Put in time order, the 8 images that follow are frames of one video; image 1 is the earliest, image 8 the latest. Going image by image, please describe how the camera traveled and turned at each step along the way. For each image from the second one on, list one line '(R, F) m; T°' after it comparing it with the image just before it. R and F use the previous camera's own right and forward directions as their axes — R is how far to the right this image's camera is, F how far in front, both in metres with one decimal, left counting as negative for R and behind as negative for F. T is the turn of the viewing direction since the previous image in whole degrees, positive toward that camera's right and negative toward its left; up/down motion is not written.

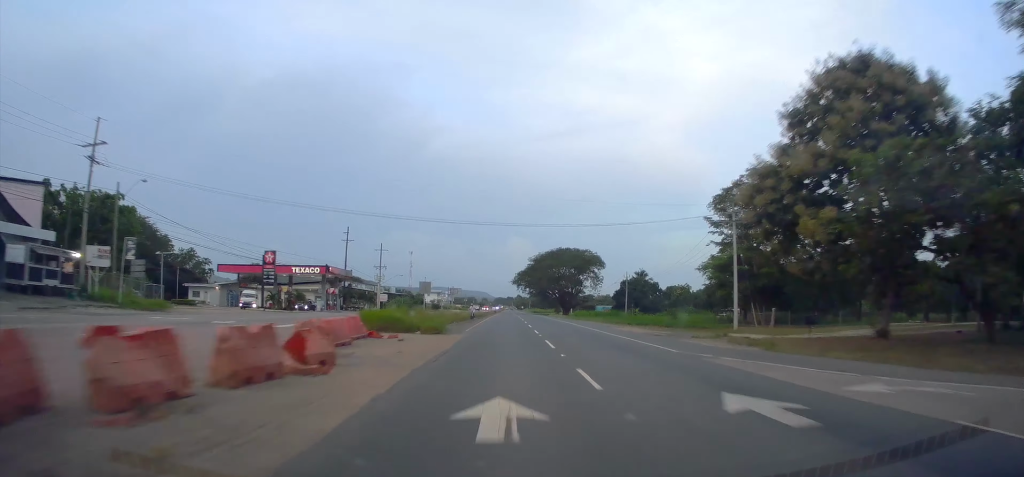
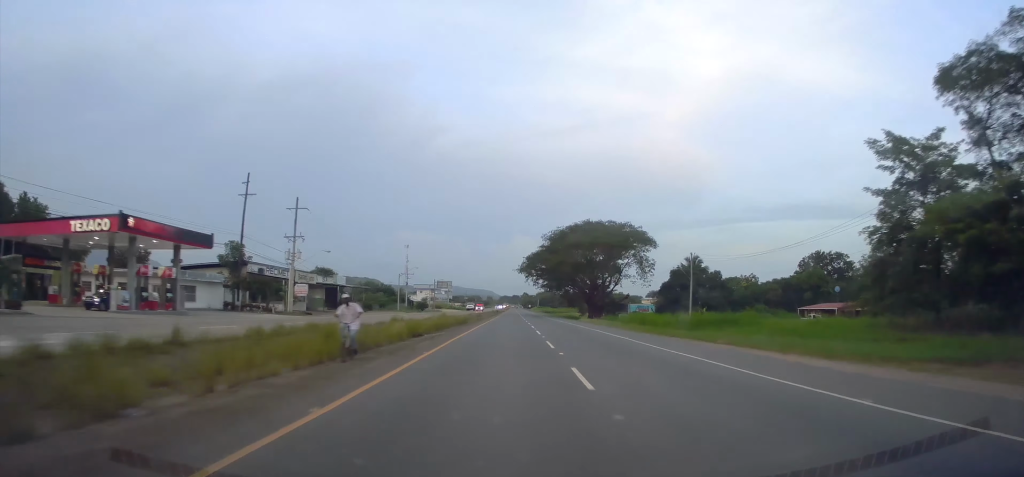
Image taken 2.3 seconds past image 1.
(-0.1, +44.5) m; +1°
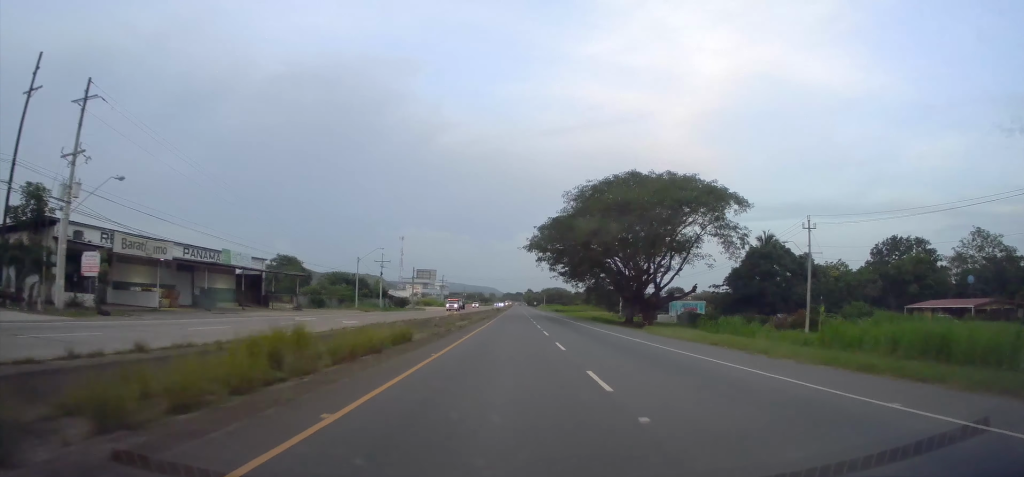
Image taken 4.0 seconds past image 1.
(+0.7, +34.5) m; 0°
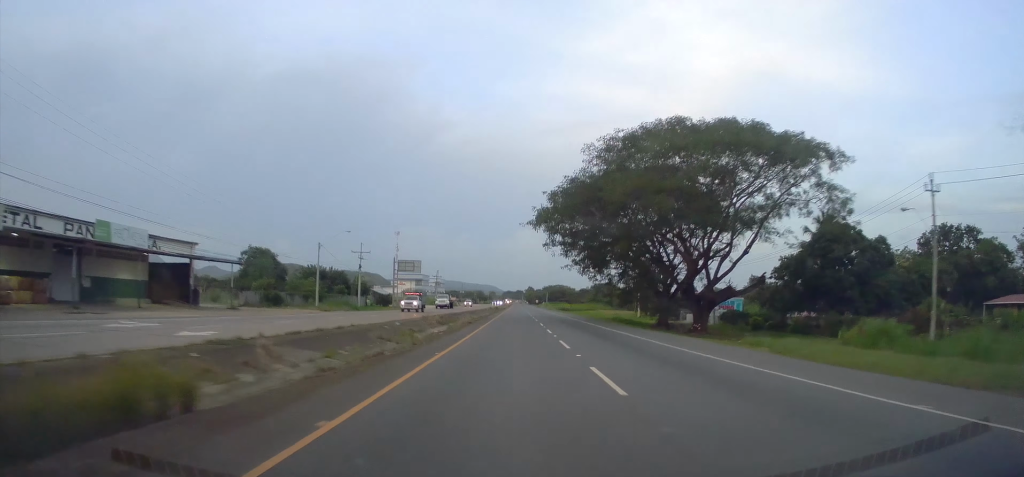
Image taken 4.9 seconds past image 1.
(-0.5, +18.2) m; -1°
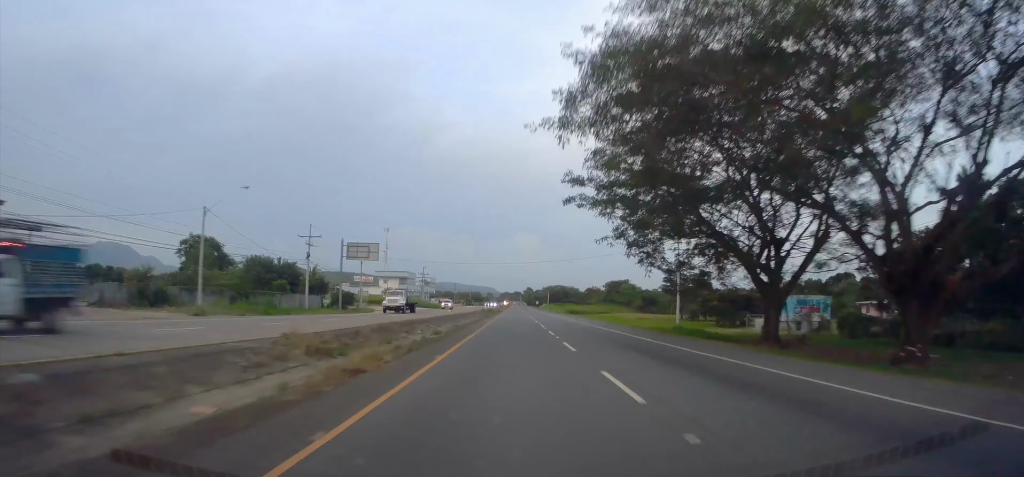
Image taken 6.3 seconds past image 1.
(-0.3, +26.7) m; -1°
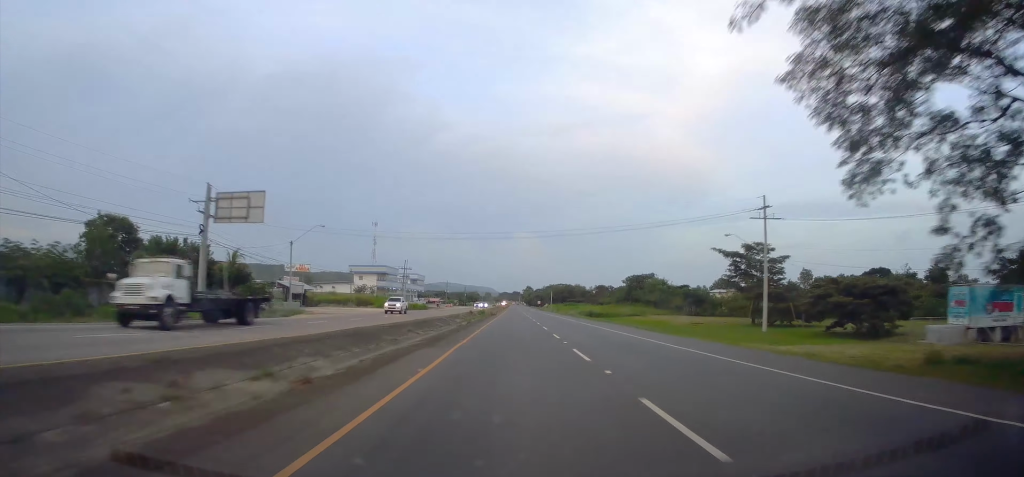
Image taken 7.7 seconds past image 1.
(+0.2, +28.7) m; 0°
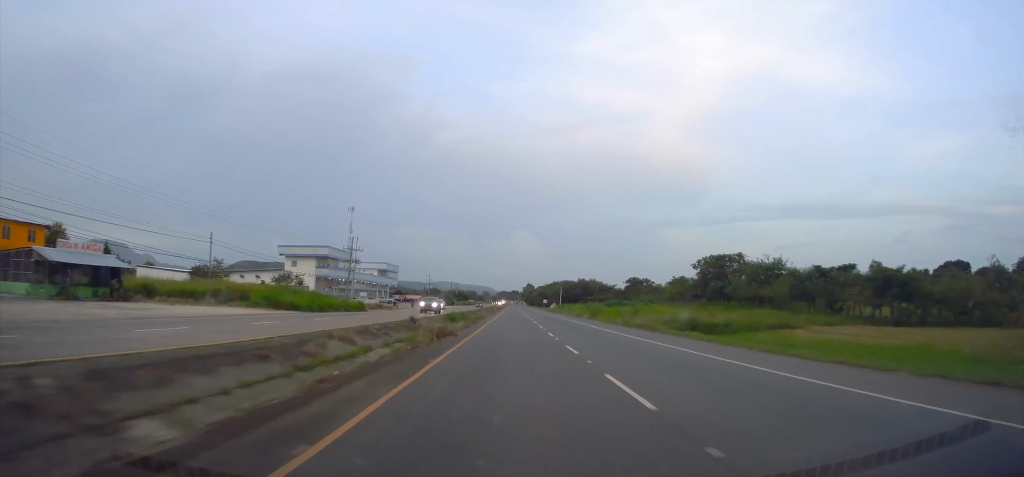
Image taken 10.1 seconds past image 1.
(+0.2, +50.1) m; +1°
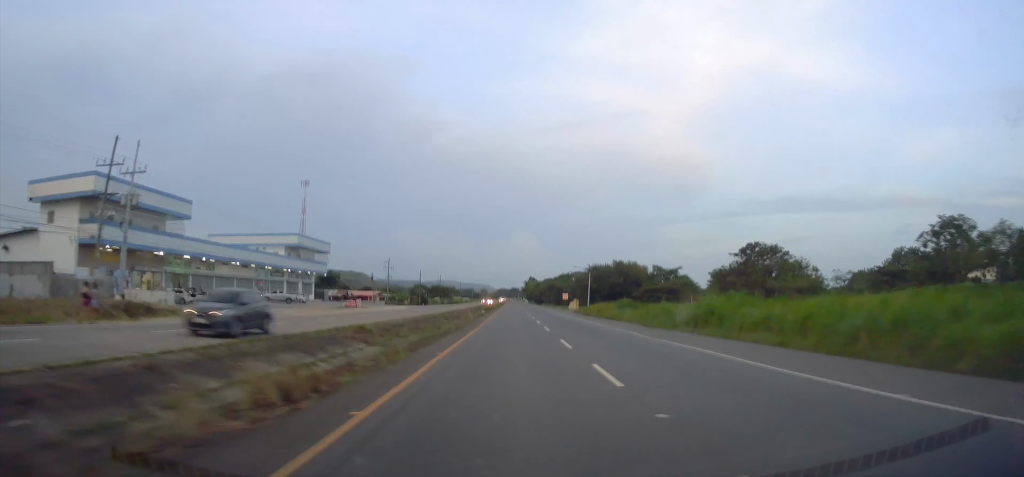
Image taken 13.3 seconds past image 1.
(+0.1, +67.2) m; 0°
